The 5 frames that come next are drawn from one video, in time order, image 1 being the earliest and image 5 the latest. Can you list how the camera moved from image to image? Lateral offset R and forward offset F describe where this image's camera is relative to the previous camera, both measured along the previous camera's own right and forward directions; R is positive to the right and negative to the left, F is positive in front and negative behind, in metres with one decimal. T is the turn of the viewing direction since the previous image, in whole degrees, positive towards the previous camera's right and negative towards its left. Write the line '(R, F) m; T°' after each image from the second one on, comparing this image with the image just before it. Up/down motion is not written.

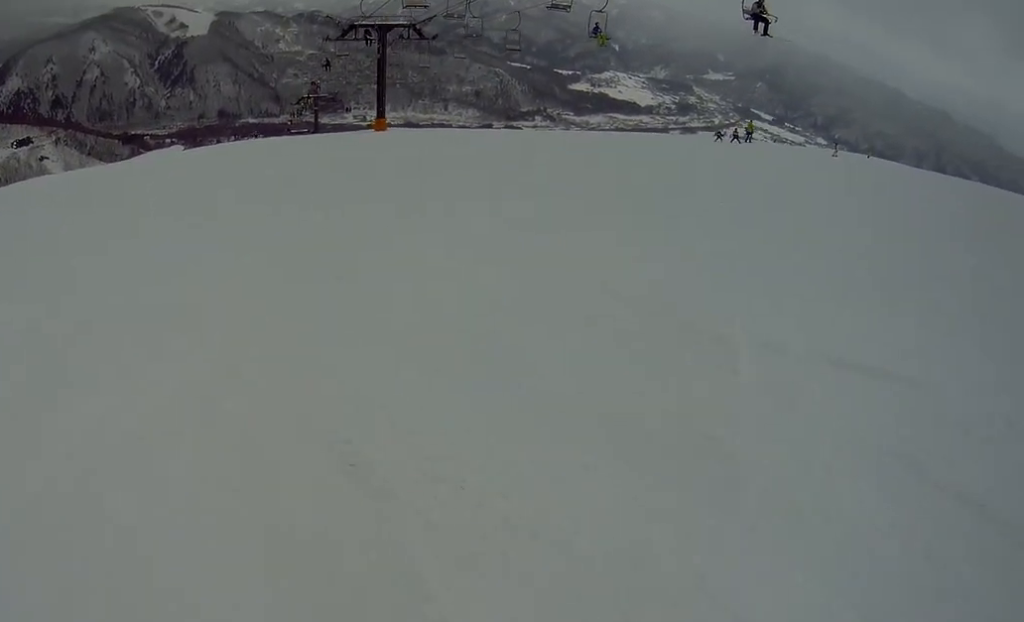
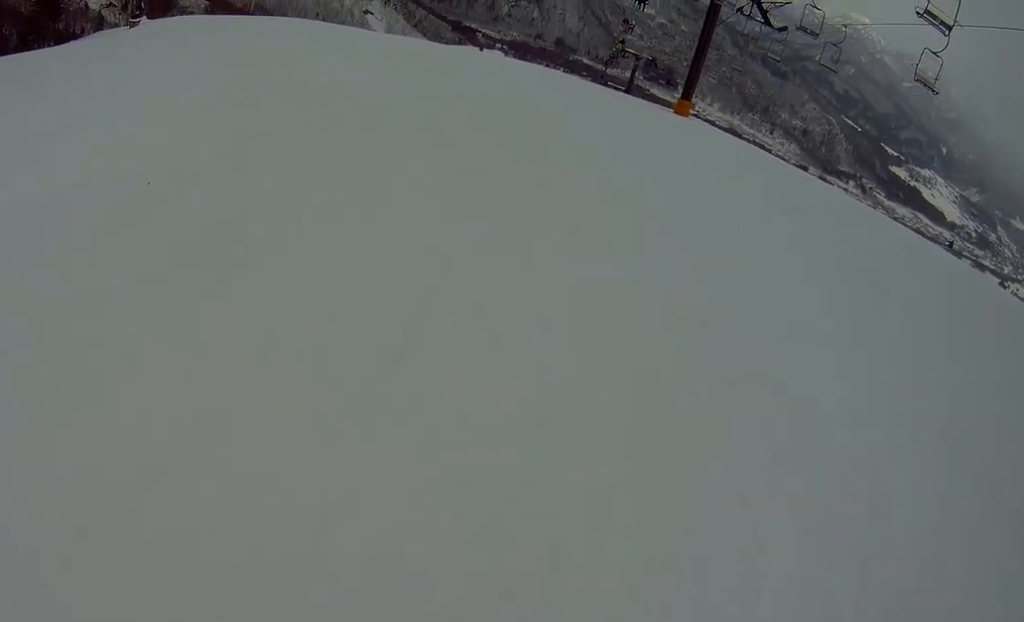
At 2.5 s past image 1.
(-3.5, +15.6) m; -32°
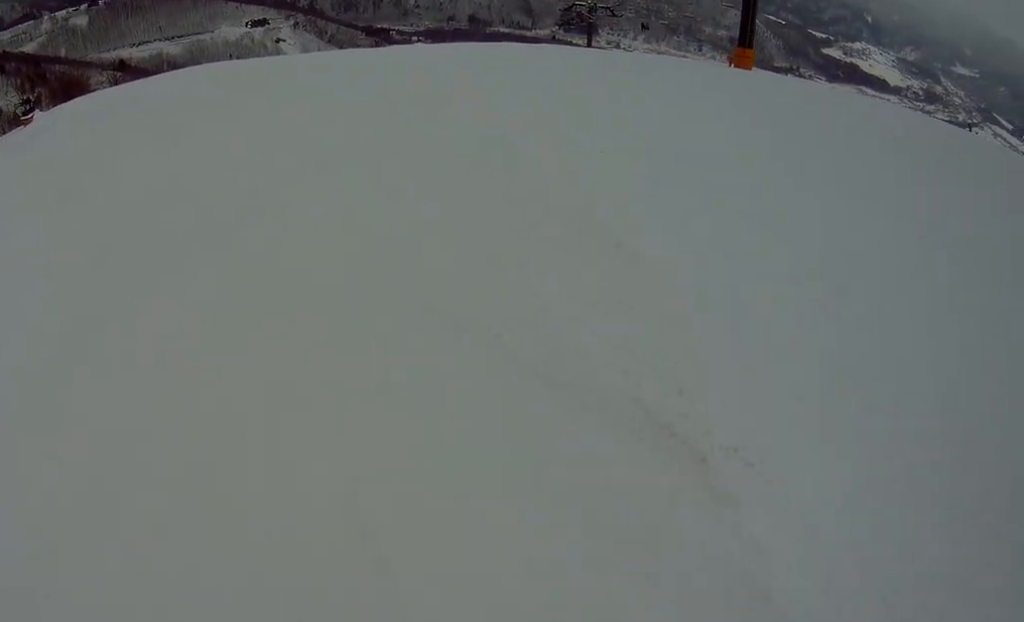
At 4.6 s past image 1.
(-0.1, +14.7) m; +17°
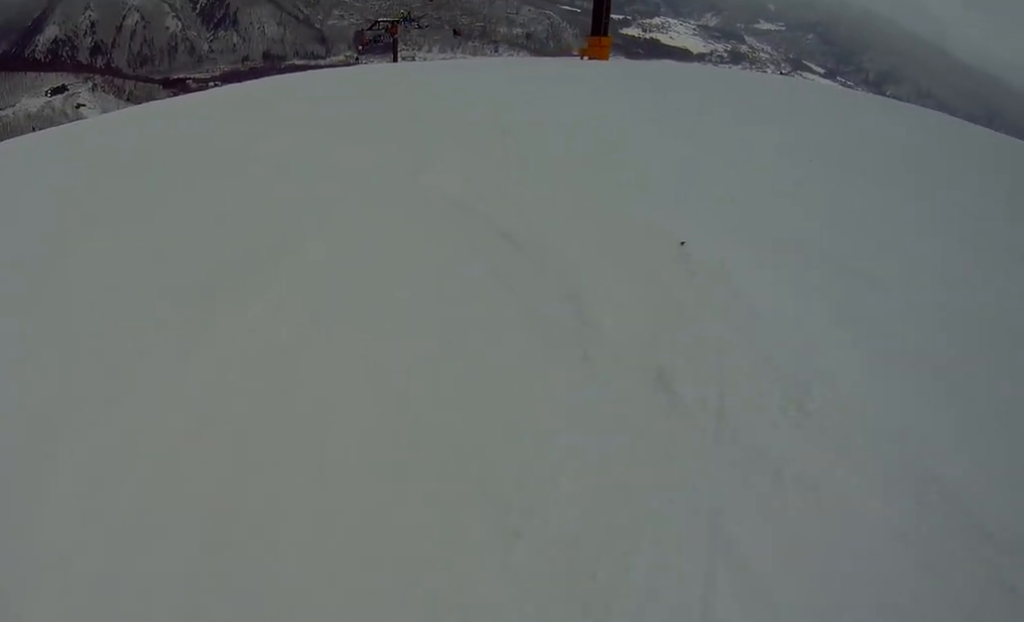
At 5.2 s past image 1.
(+1.0, +4.4) m; +18°
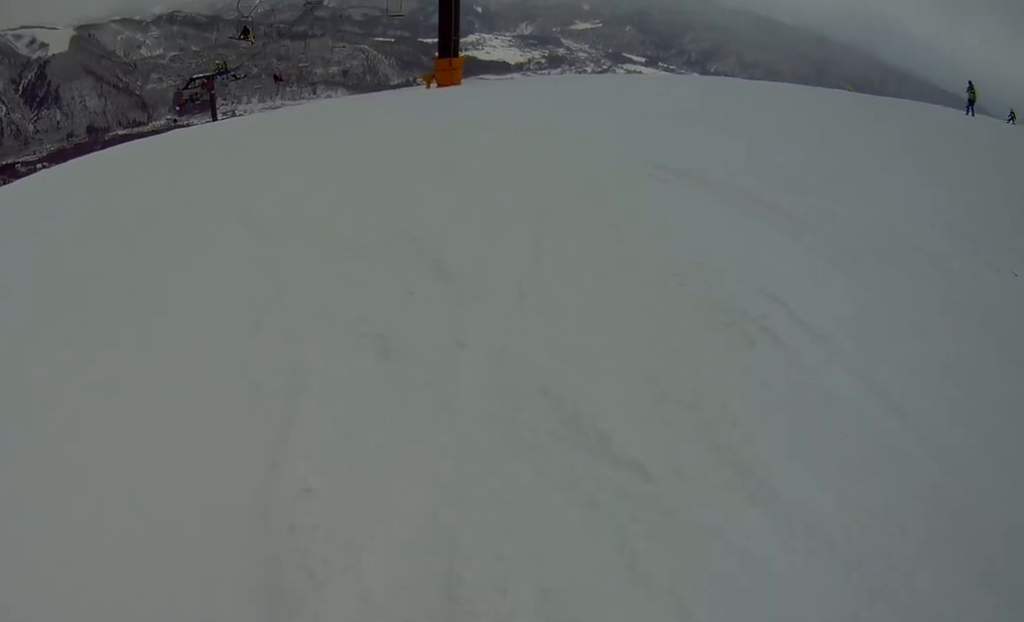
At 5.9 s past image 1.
(+0.8, +5.0) m; +5°
